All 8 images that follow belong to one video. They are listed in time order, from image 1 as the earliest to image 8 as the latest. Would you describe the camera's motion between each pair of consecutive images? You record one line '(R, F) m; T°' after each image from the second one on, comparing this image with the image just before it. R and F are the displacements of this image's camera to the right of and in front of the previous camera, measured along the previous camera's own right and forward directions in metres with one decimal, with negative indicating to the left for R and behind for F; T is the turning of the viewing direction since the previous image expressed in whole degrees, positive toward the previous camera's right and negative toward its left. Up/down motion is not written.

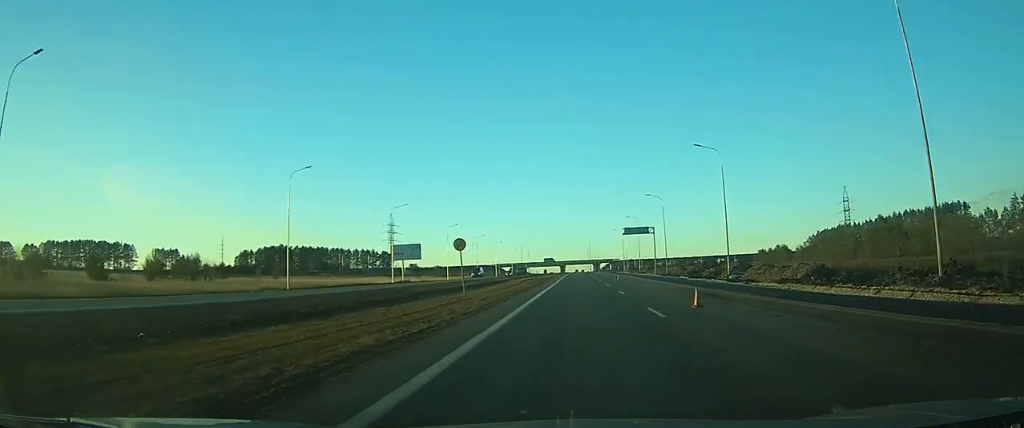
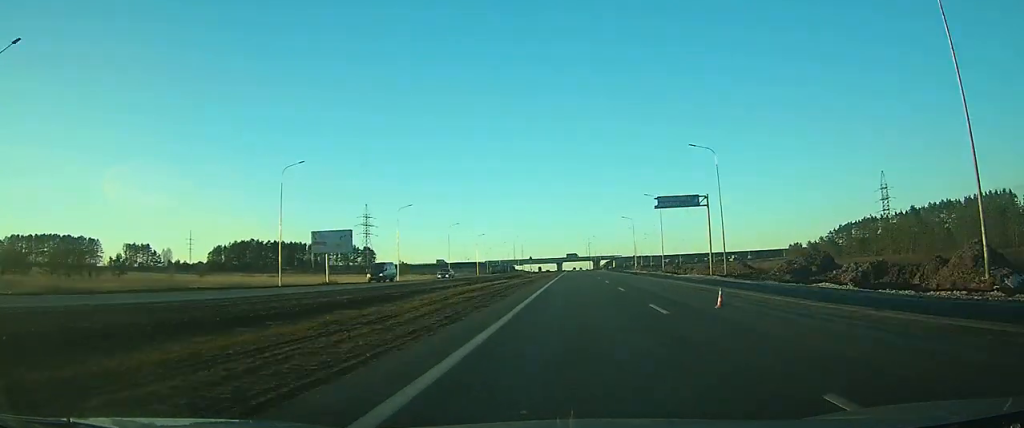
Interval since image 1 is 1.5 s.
(0.0, +37.9) m; 0°
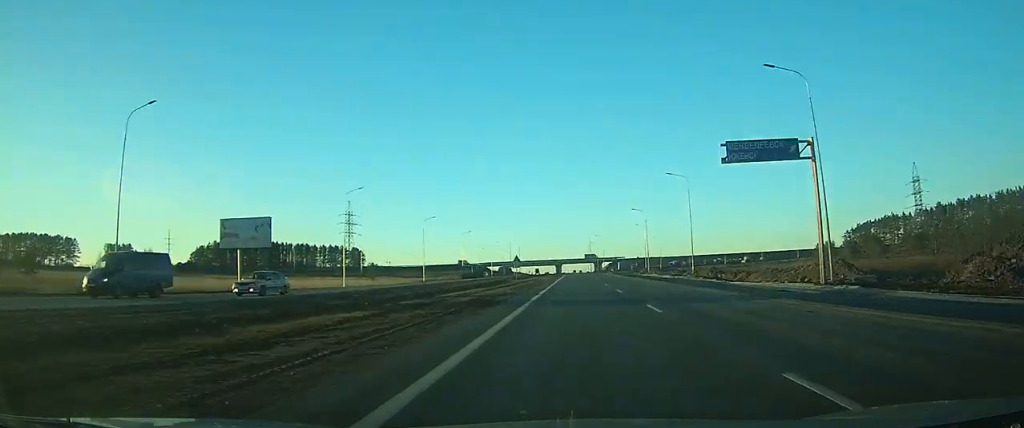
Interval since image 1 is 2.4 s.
(0.0, +23.9) m; 0°
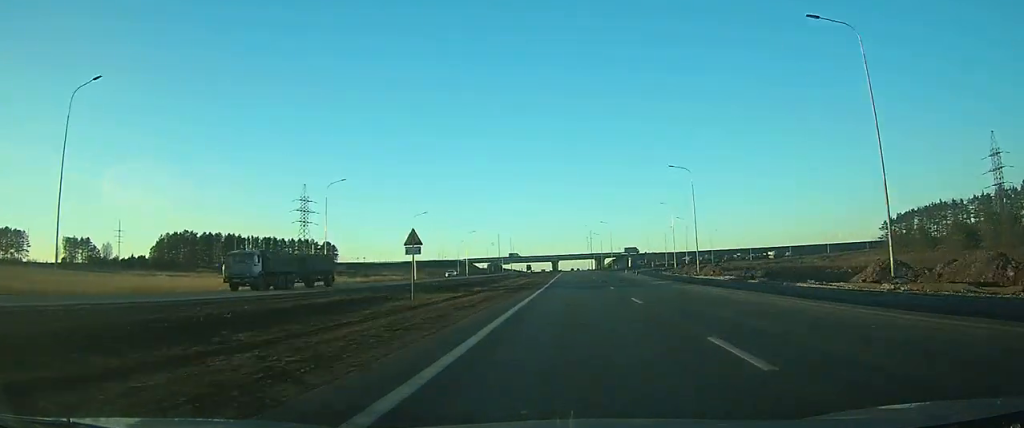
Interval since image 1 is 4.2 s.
(+0.1, +45.6) m; +1°
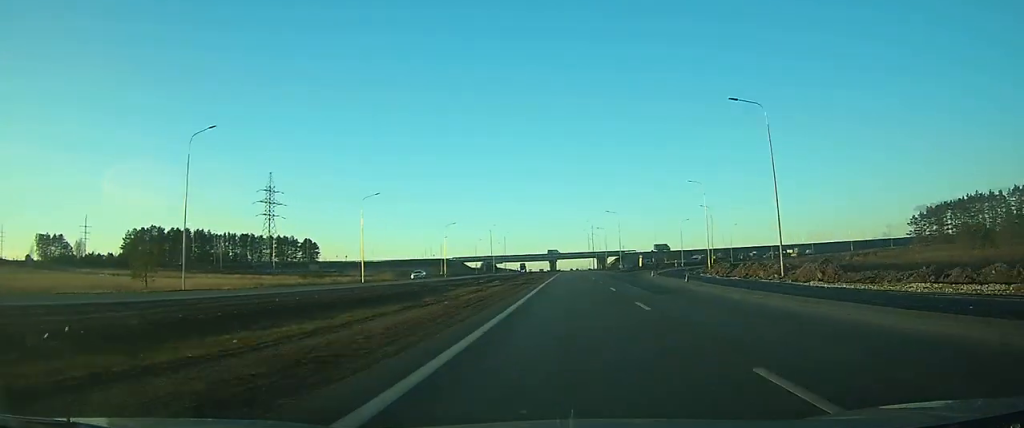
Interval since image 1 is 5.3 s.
(+0.2, +26.8) m; 0°
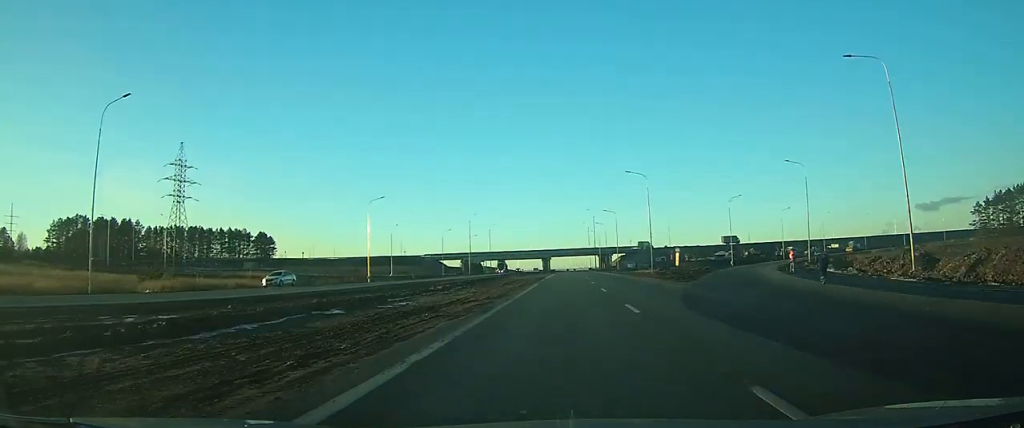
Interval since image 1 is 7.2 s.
(+0.1, +48.4) m; 0°
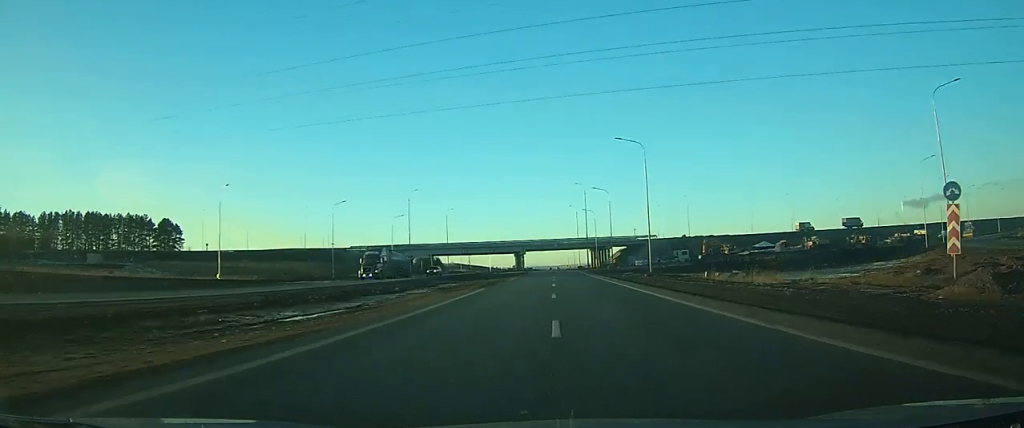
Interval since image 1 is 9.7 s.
(+0.1, +62.3) m; 0°
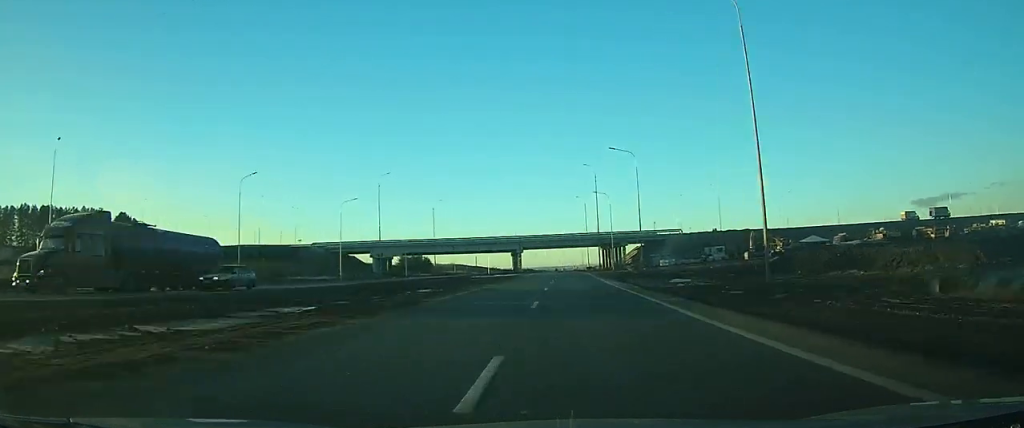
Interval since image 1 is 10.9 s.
(0.0, +27.3) m; 0°
